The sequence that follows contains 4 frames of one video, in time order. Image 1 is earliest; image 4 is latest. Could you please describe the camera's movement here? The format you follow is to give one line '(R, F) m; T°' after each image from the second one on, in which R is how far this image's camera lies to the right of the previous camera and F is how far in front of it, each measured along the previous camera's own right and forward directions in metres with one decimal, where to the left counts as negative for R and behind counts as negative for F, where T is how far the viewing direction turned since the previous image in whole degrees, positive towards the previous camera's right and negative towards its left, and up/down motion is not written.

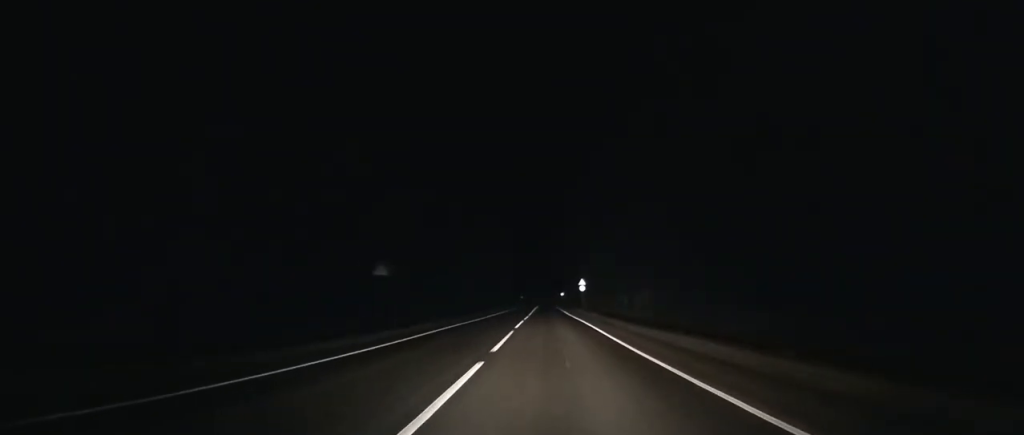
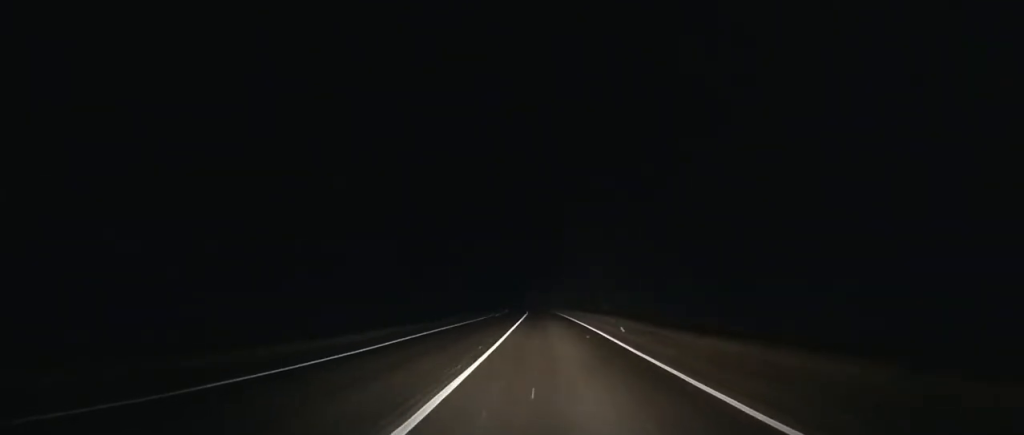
(-0.5, +236.2) m; -1°
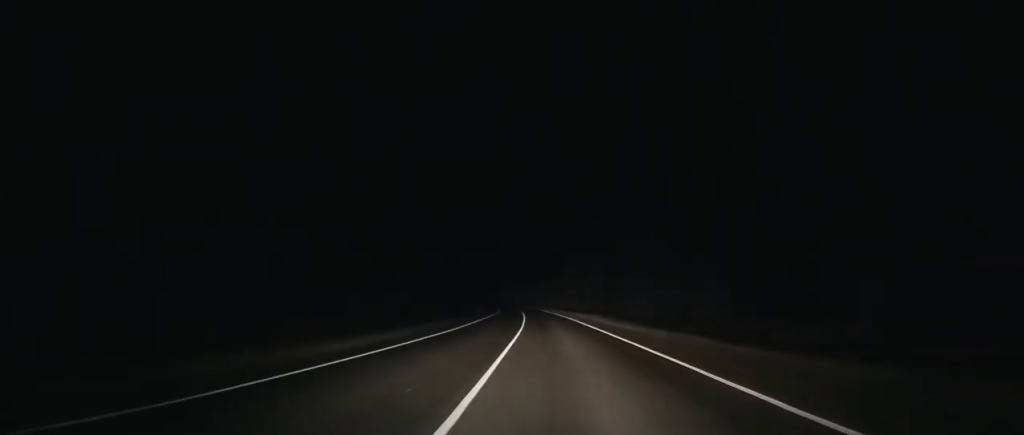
(-3.1, +144.4) m; -4°
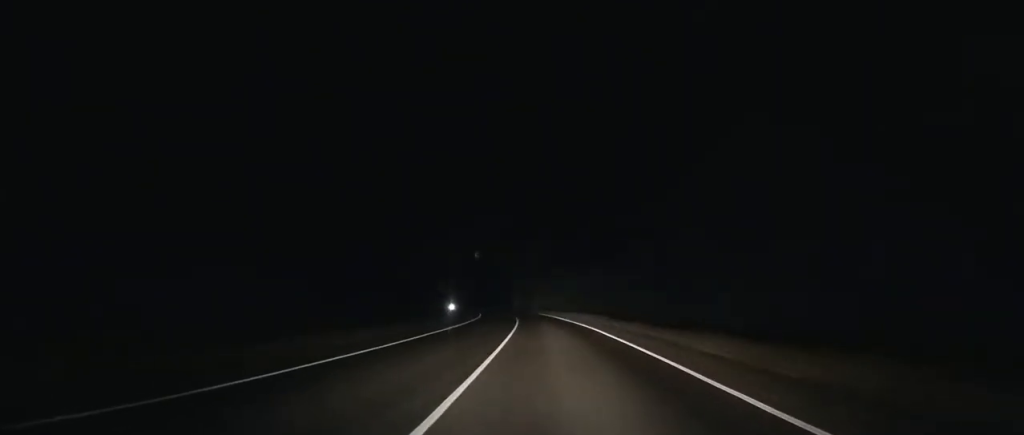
(-4.2, +94.8) m; -5°
